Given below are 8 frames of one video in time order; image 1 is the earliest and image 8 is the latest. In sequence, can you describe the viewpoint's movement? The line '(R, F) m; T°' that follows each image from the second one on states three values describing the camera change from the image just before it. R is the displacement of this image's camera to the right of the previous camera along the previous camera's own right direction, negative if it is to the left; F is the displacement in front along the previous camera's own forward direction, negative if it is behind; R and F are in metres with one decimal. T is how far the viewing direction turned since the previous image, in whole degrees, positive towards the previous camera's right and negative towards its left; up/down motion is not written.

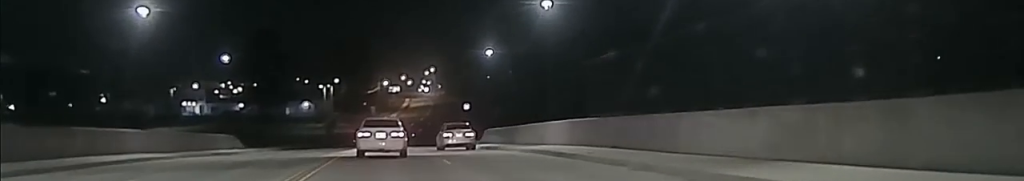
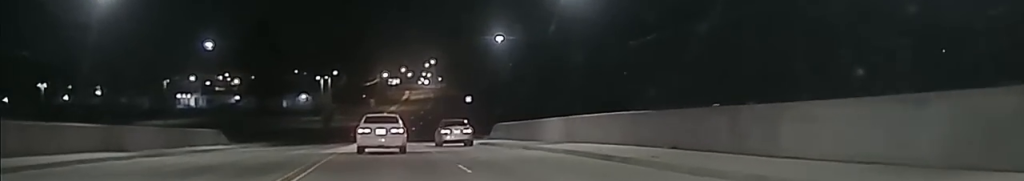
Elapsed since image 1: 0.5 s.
(0.0, +6.9) m; -1°
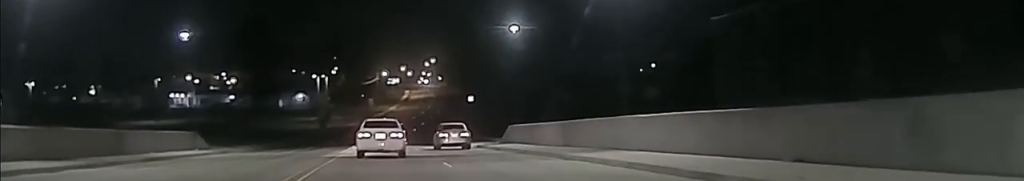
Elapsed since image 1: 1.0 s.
(-0.3, +8.3) m; 0°
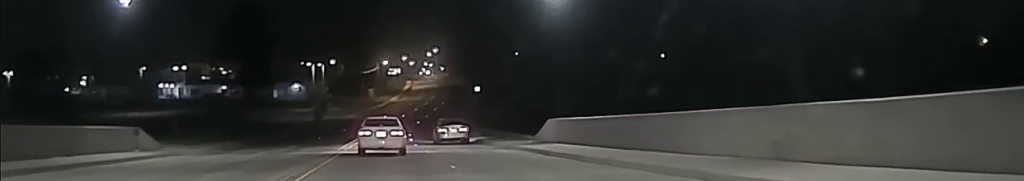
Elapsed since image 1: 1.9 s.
(+0.1, +13.7) m; 0°
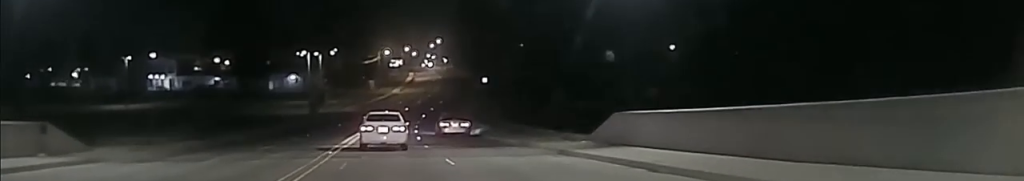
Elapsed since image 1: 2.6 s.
(+0.1, +12.2) m; 0°
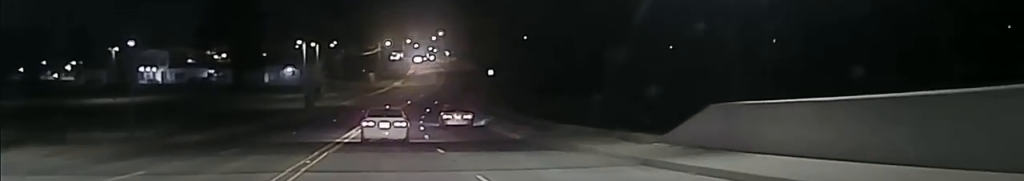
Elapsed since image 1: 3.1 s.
(-0.1, +8.5) m; -1°
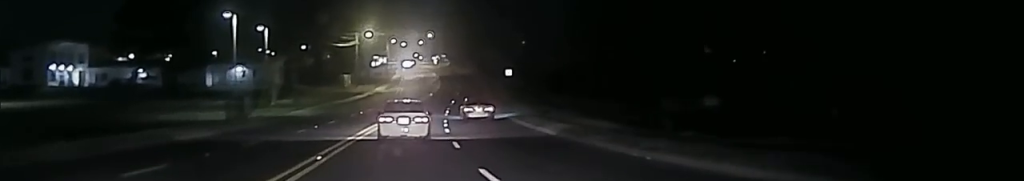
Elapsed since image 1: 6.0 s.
(-1.1, +48.8) m; +1°
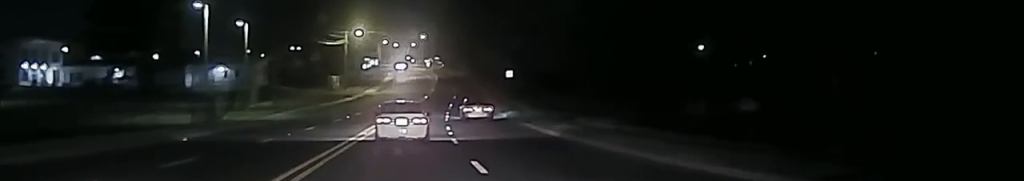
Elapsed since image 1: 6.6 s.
(+0.2, +10.0) m; +2°
